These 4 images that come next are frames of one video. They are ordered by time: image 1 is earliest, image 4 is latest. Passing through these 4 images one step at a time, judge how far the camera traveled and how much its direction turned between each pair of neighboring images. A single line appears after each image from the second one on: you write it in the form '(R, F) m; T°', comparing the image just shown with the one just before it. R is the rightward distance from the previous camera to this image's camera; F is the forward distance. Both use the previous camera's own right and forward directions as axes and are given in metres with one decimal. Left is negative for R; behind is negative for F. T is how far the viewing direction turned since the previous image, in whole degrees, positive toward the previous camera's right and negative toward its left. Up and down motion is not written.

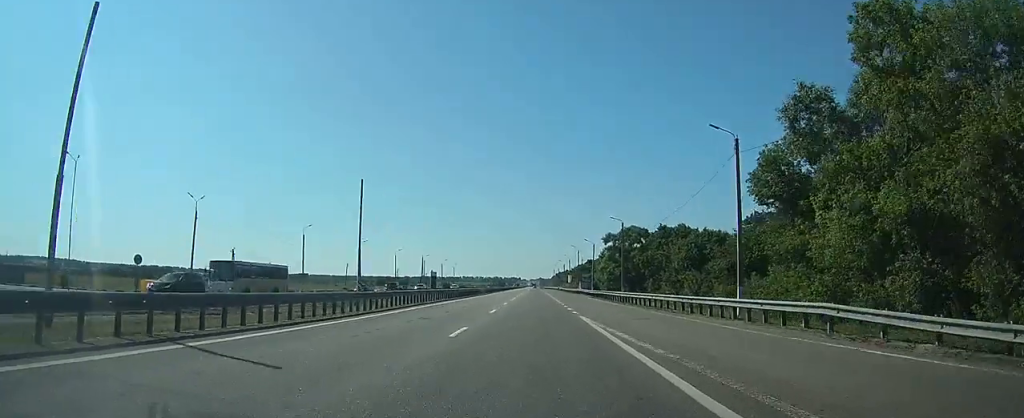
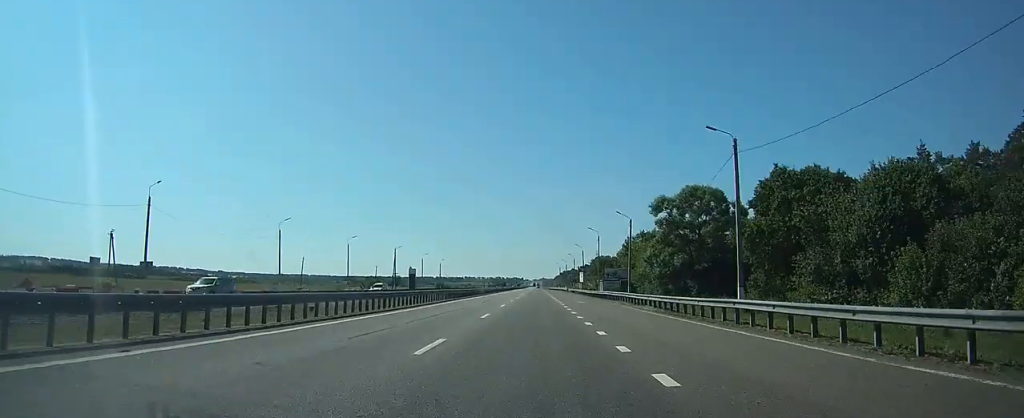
(+0.3, +40.3) m; +1°
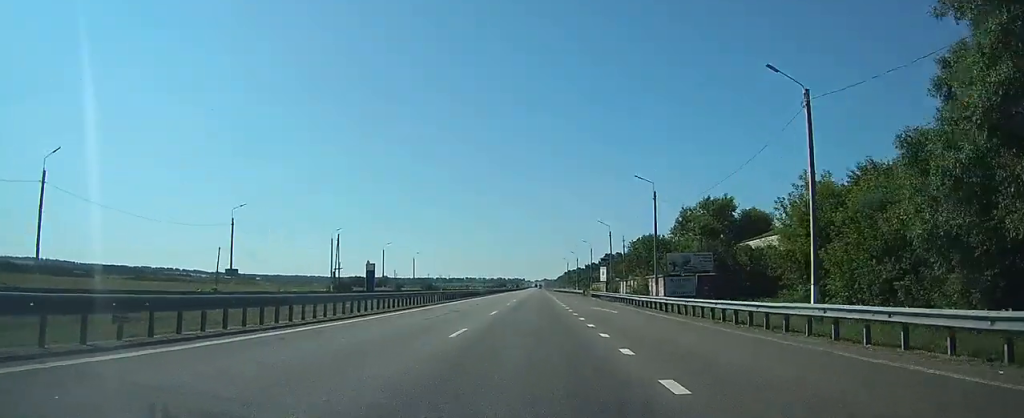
(0.0, +44.6) m; 0°
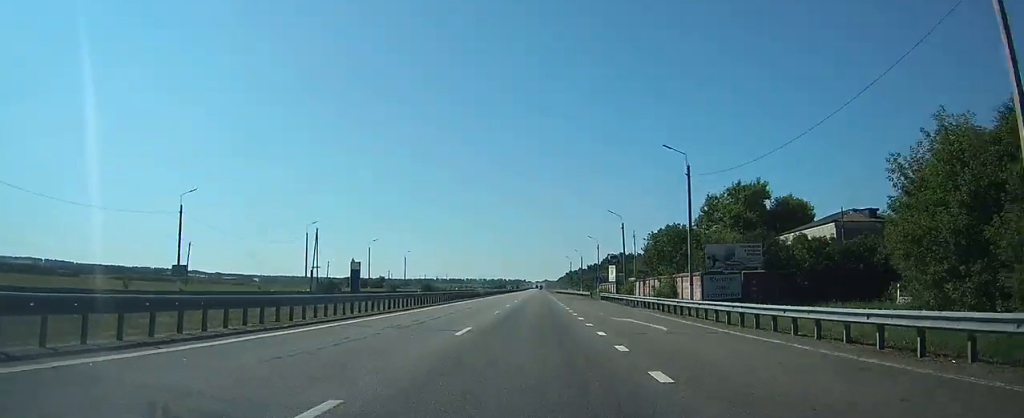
(0.0, +11.1) m; 0°
